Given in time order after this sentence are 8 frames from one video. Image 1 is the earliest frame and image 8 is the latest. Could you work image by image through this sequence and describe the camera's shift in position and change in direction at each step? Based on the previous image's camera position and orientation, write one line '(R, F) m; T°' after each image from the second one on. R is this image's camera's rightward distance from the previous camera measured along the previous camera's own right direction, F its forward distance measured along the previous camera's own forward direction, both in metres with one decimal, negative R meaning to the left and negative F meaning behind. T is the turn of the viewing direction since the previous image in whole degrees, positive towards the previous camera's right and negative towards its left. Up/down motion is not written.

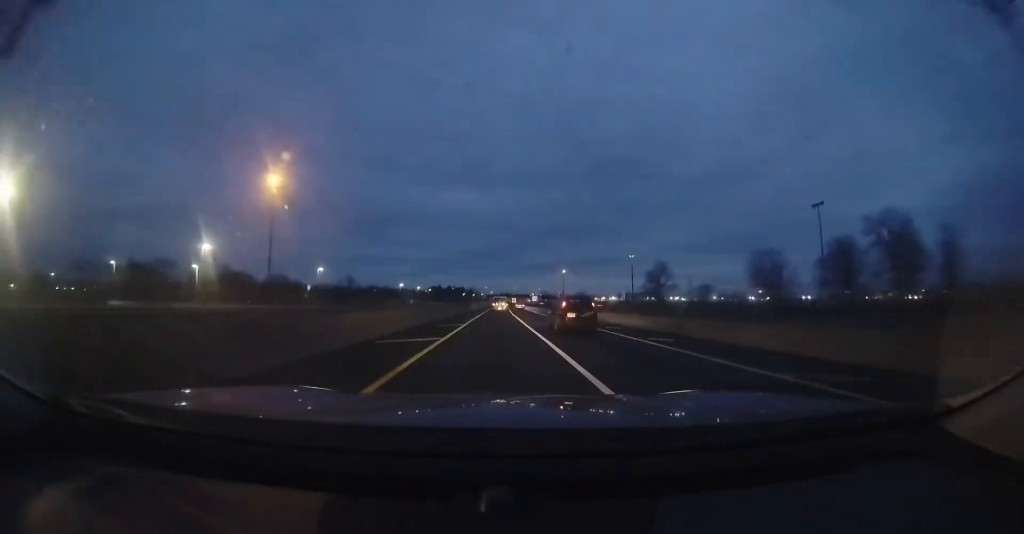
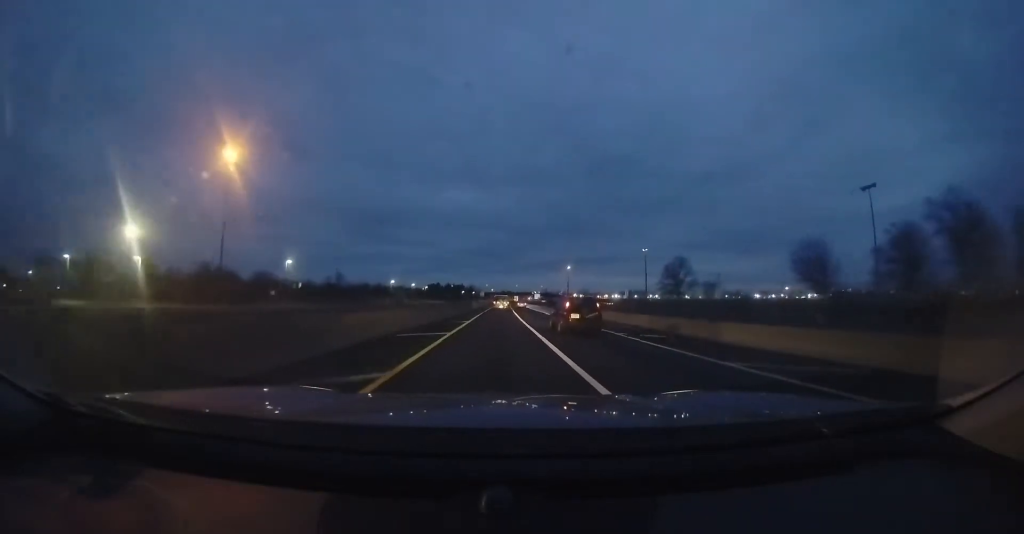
(+0.1, +13.3) m; 0°
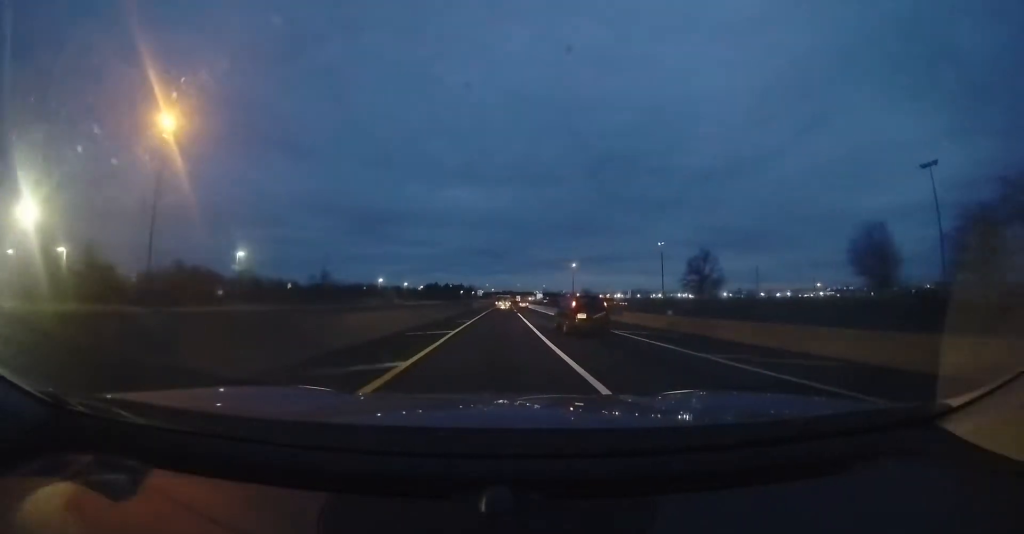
(+0.1, +14.2) m; 0°
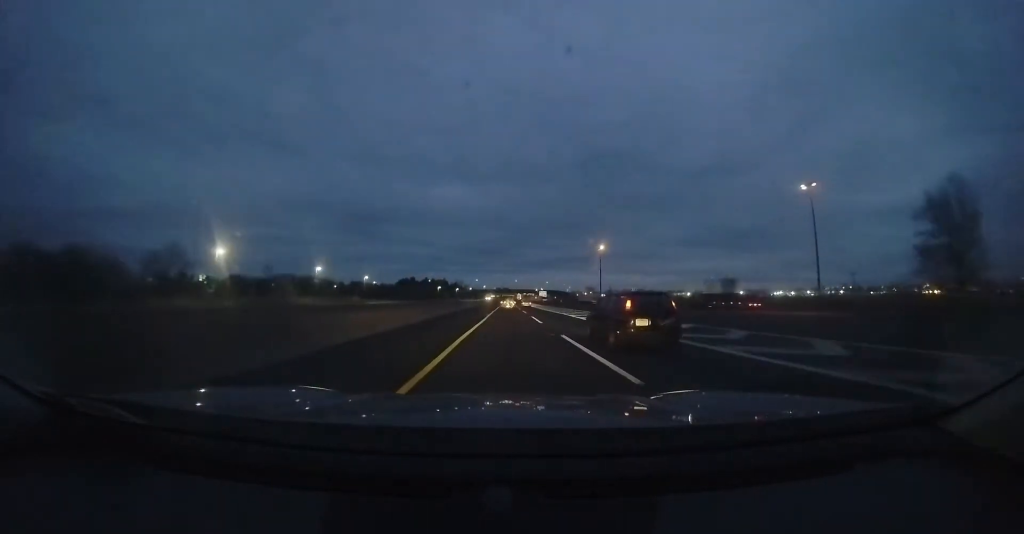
(+0.4, +70.4) m; +1°
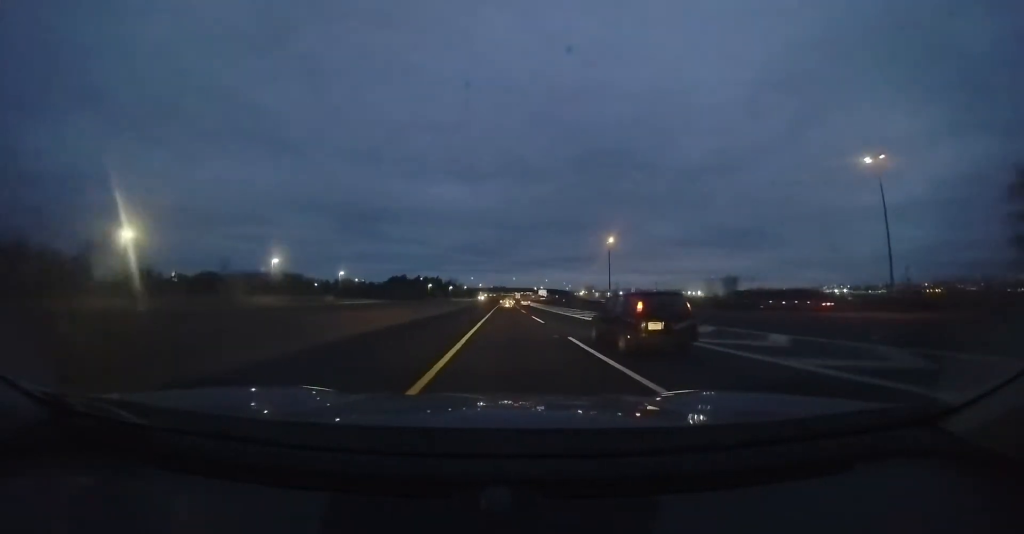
(-0.1, +16.3) m; 0°
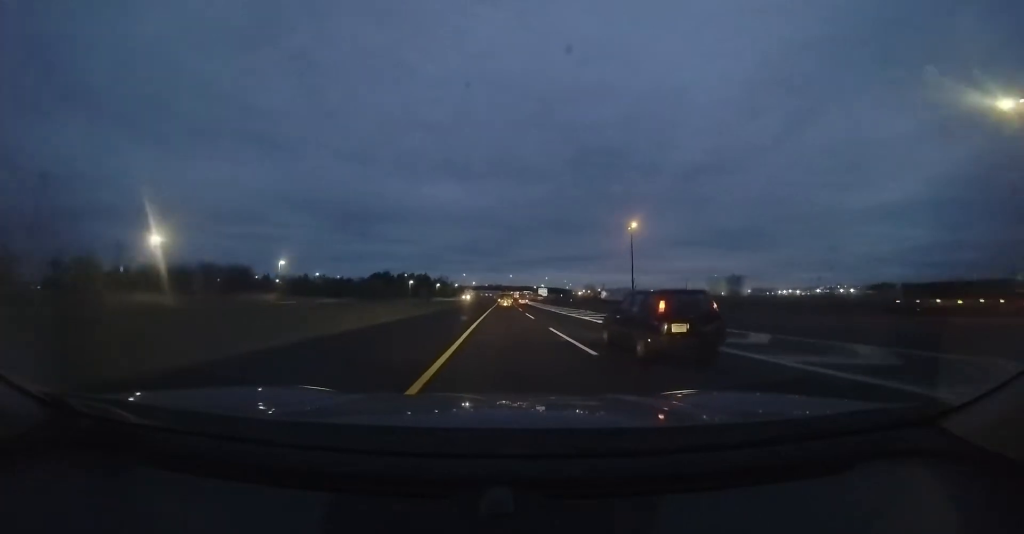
(+0.6, +27.2) m; +1°
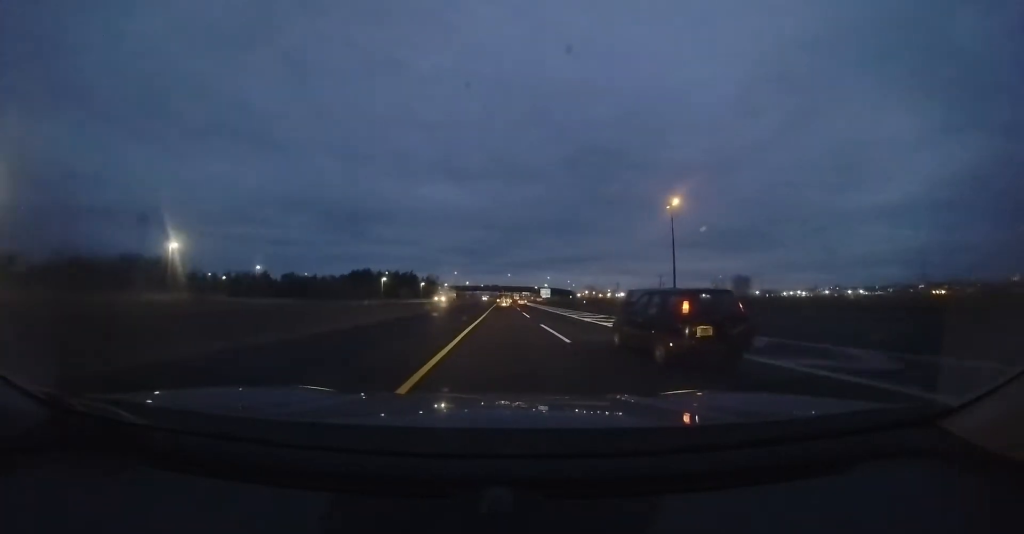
(+0.1, +28.0) m; 0°
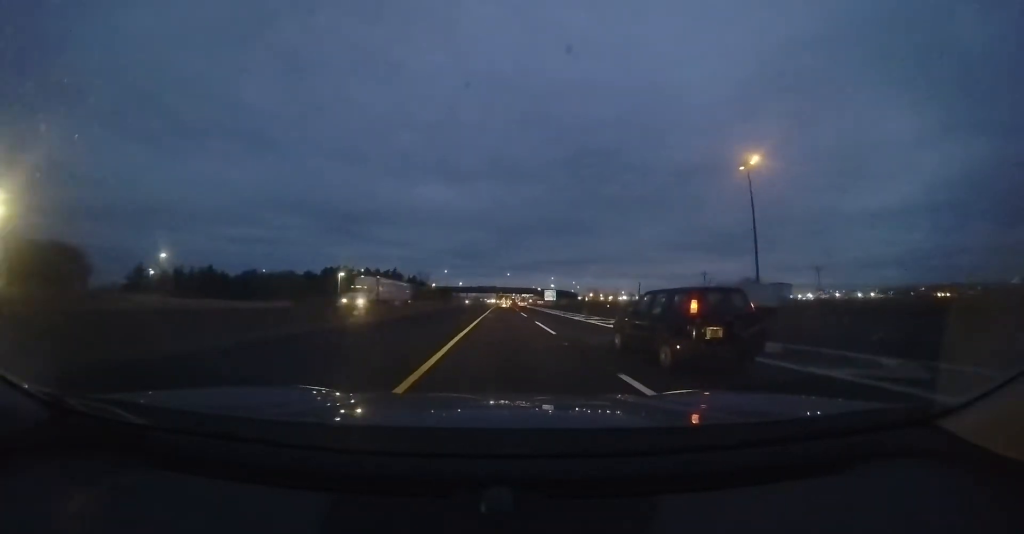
(0.0, +28.0) m; 0°
